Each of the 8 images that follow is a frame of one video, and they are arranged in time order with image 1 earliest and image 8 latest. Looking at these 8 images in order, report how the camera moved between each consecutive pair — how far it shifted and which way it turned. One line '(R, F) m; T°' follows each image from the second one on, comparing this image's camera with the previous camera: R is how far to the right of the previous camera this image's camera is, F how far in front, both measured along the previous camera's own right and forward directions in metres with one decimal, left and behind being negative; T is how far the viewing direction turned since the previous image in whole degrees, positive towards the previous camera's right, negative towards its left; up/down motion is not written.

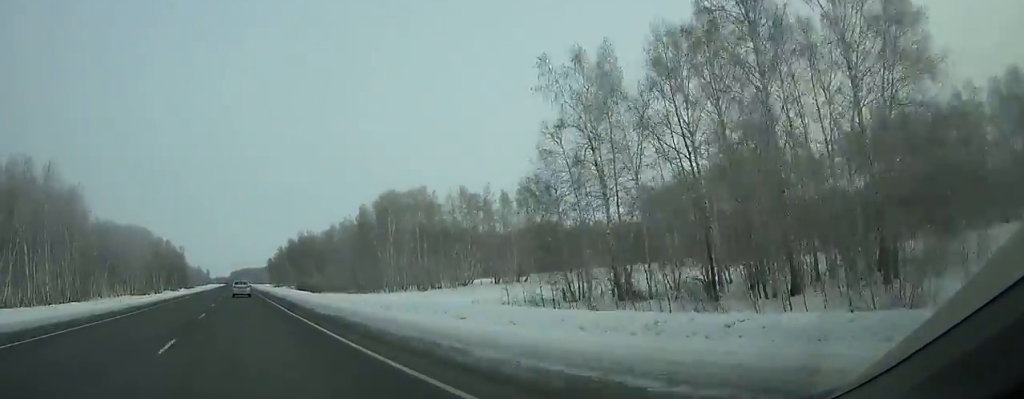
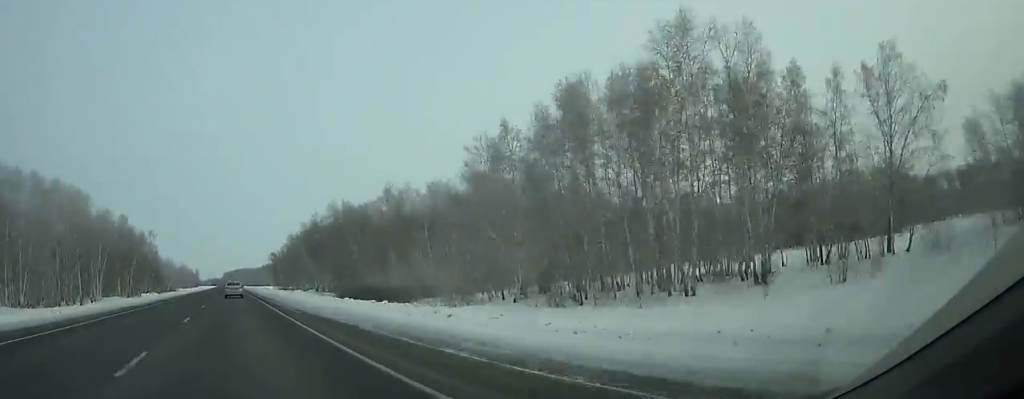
(0.0, +74.4) m; 0°
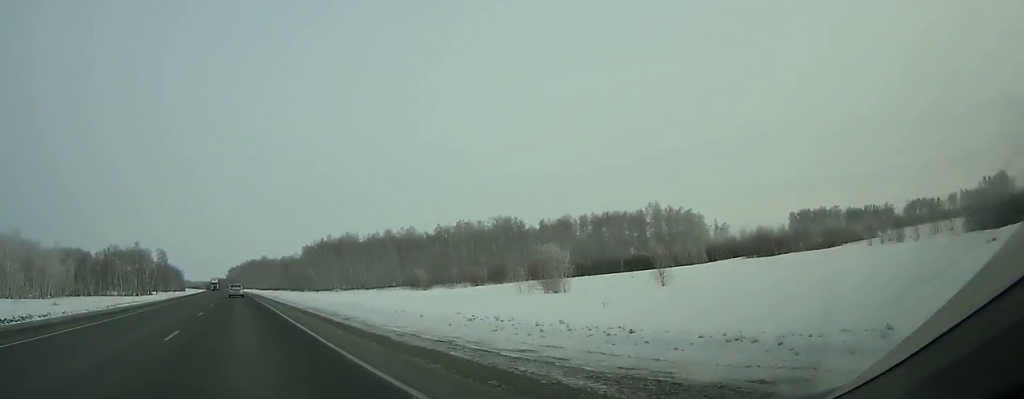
(-0.3, +312.7) m; 0°
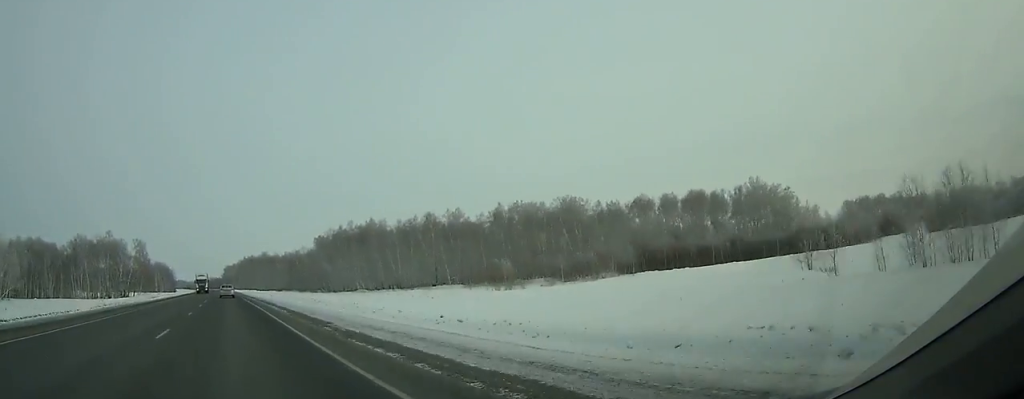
(-0.1, +48.6) m; 0°
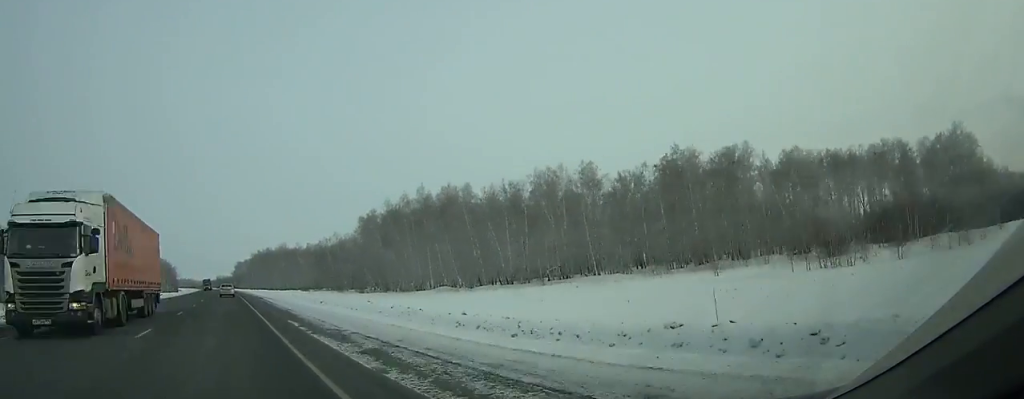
(-0.3, +60.4) m; -1°
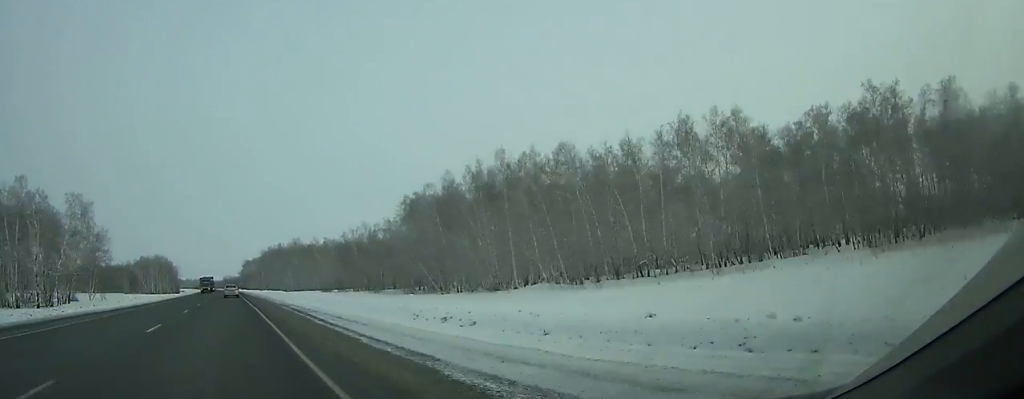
(-0.1, +34.8) m; 0°
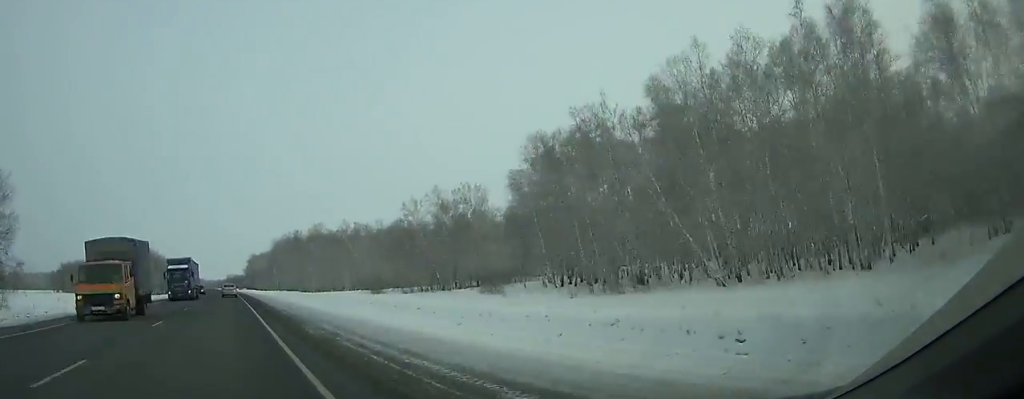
(-0.4, +58.3) m; -1°
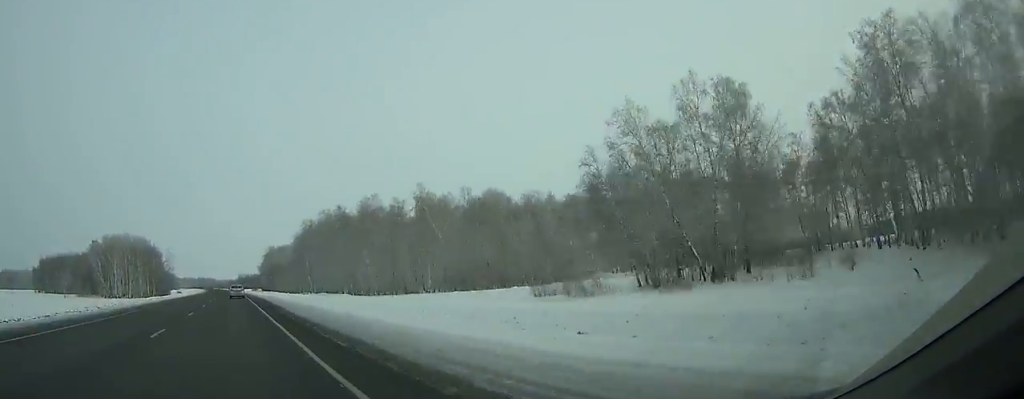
(-0.4, +64.7) m; -1°
